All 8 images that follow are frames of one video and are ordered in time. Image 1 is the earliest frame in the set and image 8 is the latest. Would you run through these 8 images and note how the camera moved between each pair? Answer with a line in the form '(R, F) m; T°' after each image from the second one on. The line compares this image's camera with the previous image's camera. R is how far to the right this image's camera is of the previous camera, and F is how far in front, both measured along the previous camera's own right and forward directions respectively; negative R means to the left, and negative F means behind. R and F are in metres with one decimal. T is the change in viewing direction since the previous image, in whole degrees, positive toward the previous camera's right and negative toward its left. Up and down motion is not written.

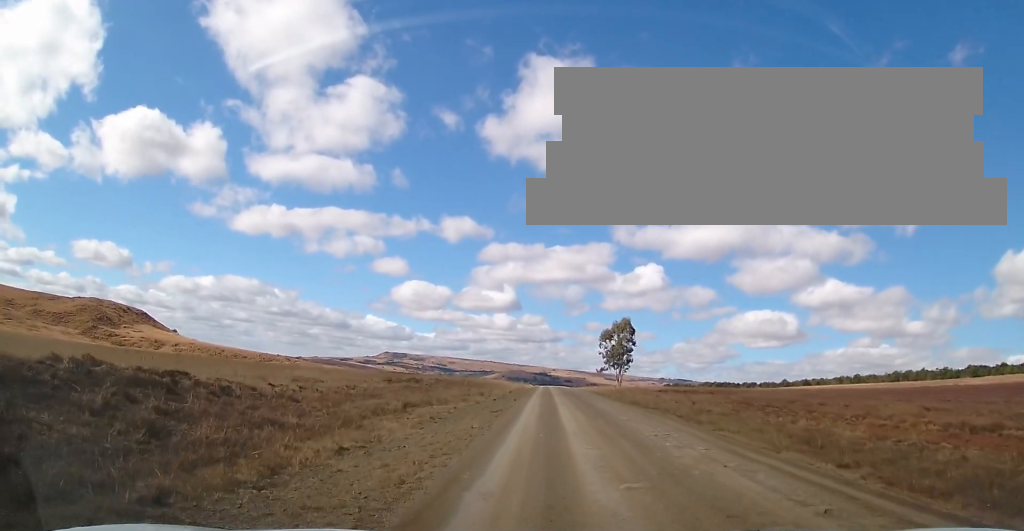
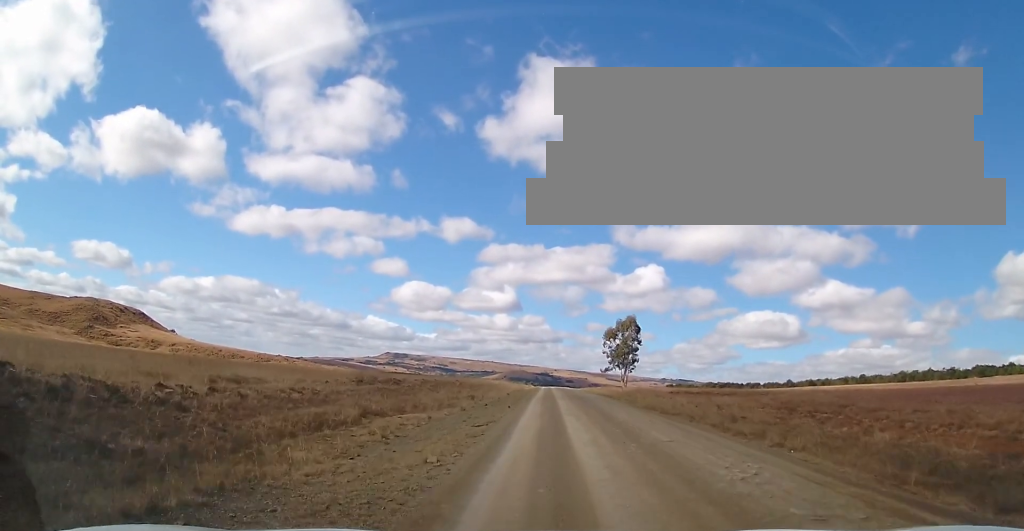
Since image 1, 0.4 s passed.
(-0.1, +6.4) m; 0°
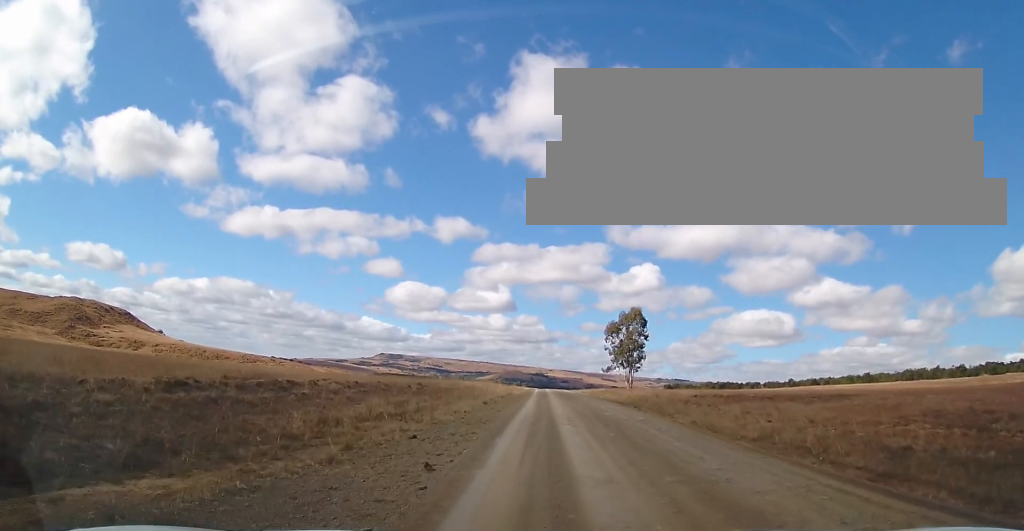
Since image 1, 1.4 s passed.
(+0.4, +16.7) m; +2°
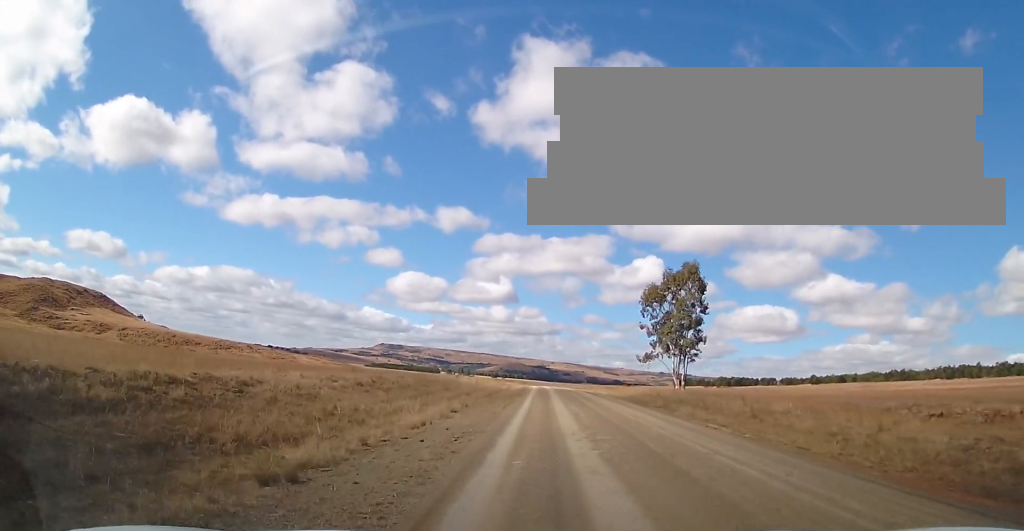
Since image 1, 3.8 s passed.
(-1.0, +43.6) m; -2°
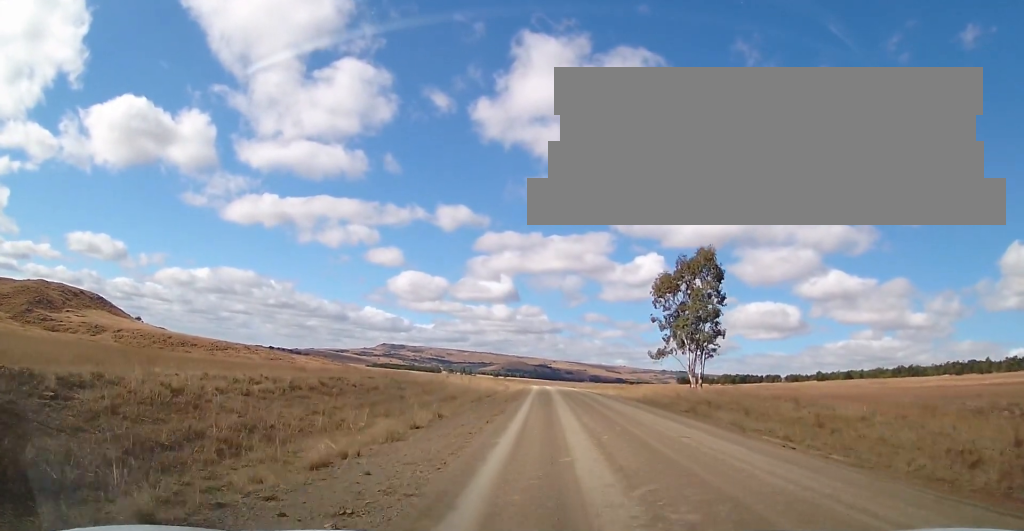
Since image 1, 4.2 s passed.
(-0.1, +7.4) m; 0°
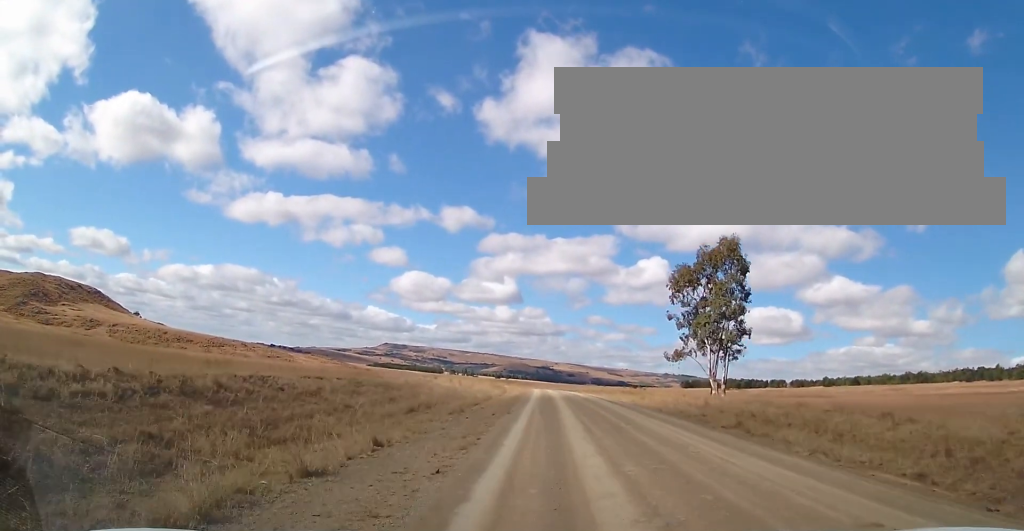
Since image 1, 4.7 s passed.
(+0.1, +8.2) m; 0°
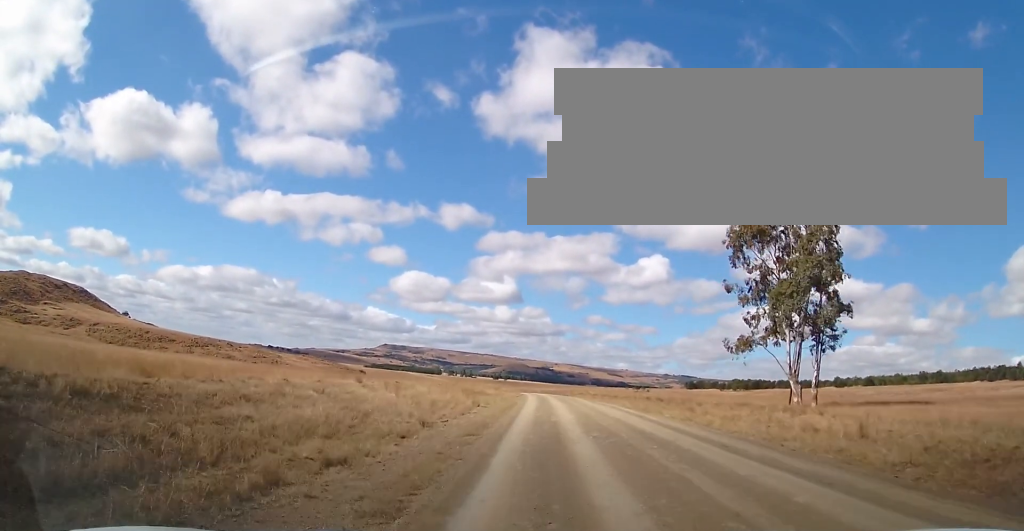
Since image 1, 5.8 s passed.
(+0.1, +21.4) m; 0°
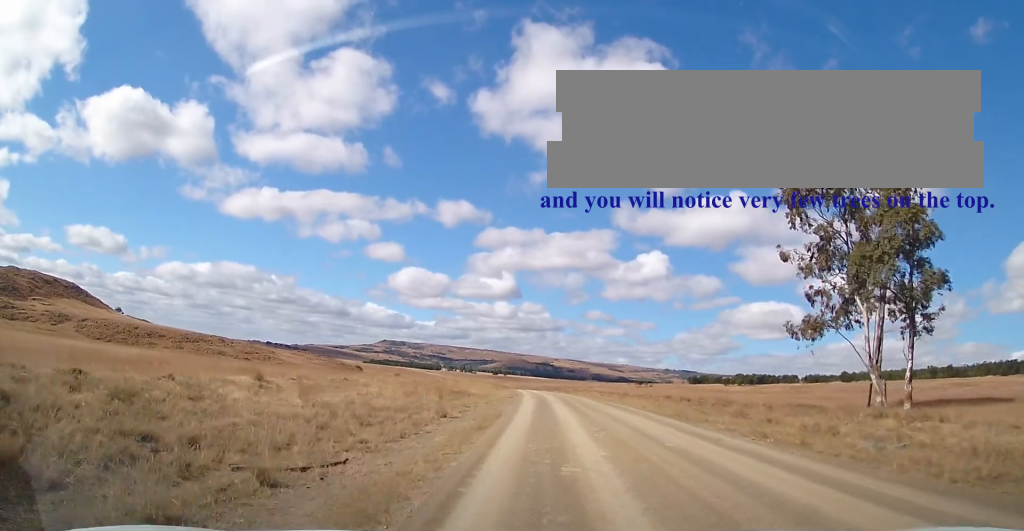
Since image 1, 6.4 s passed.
(-0.2, +11.2) m; 0°
